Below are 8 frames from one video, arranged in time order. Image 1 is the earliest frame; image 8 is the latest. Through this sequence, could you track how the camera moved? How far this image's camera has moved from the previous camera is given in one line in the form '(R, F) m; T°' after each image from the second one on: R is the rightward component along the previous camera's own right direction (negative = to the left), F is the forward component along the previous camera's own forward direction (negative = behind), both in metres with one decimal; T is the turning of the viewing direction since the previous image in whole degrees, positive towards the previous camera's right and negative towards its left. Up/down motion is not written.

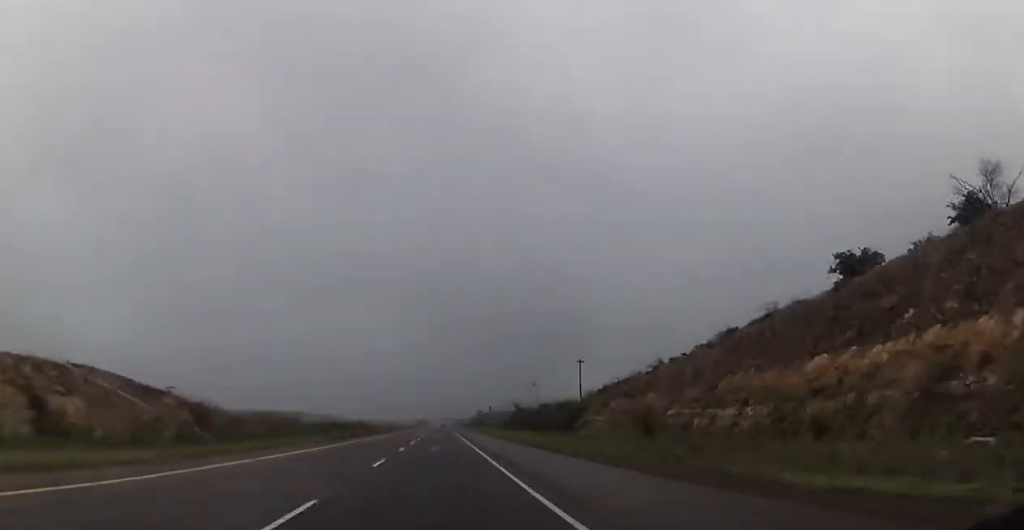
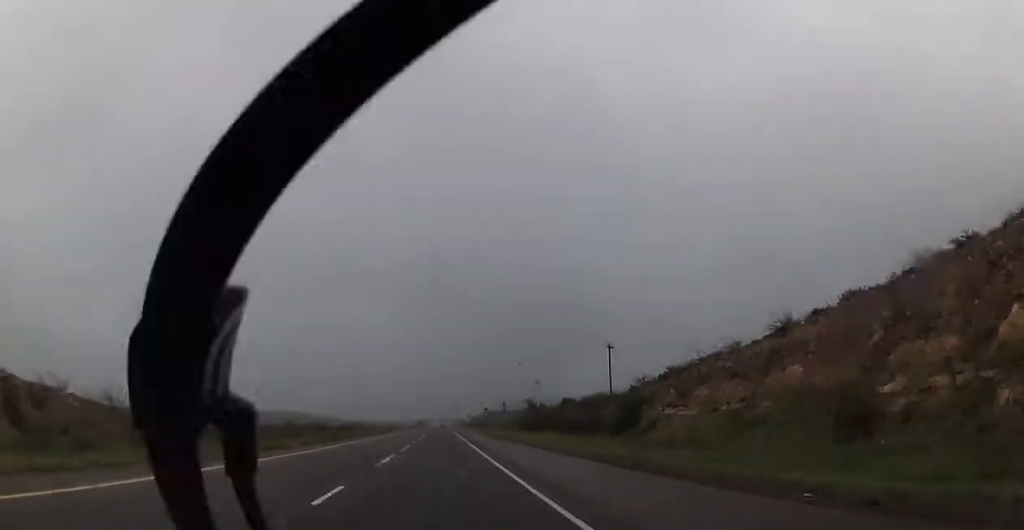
(-0.1, +21.8) m; 0°
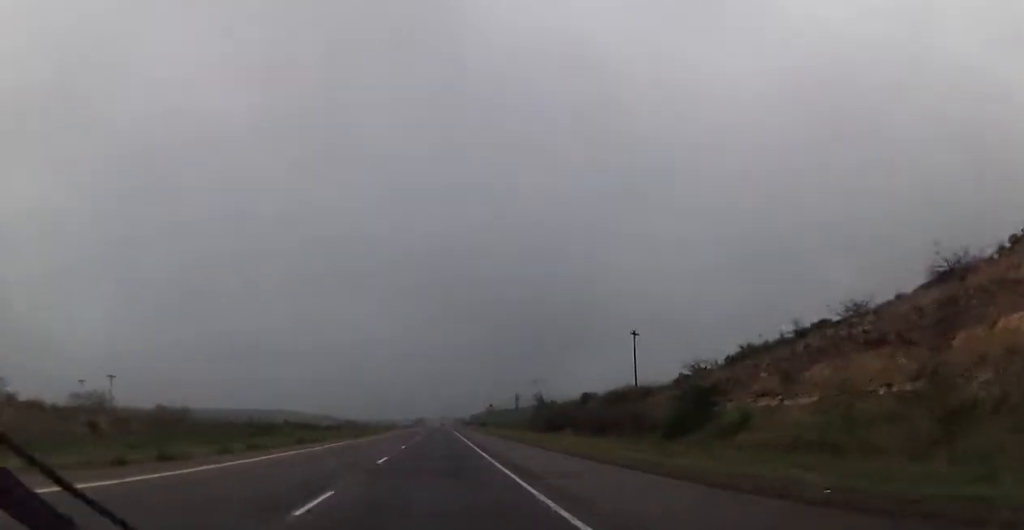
(0.0, +13.7) m; 0°
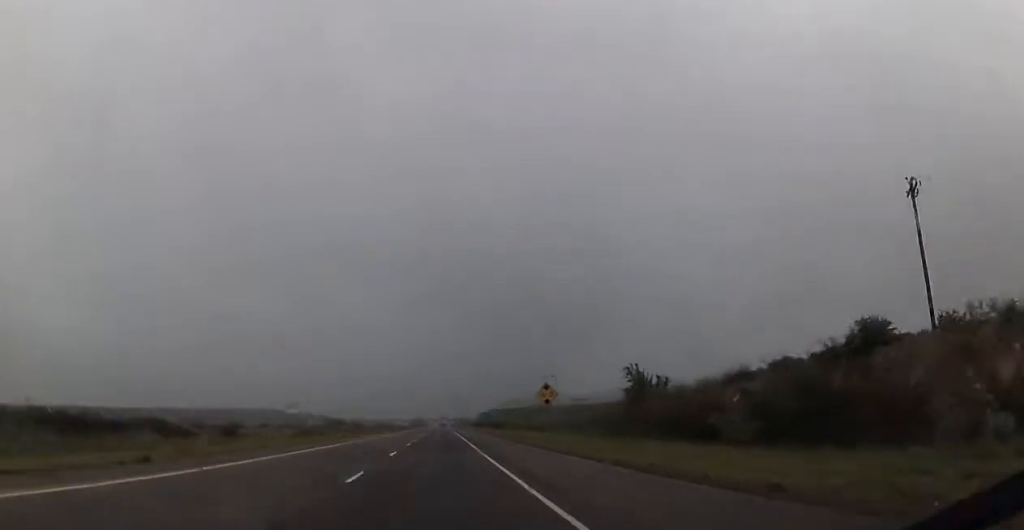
(+0.1, +55.8) m; 0°
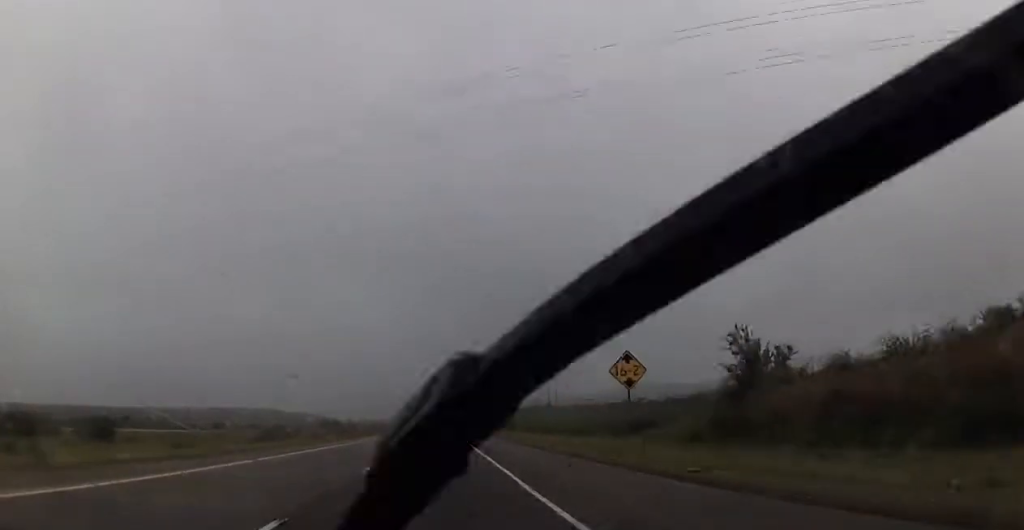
(0.0, +21.7) m; 0°
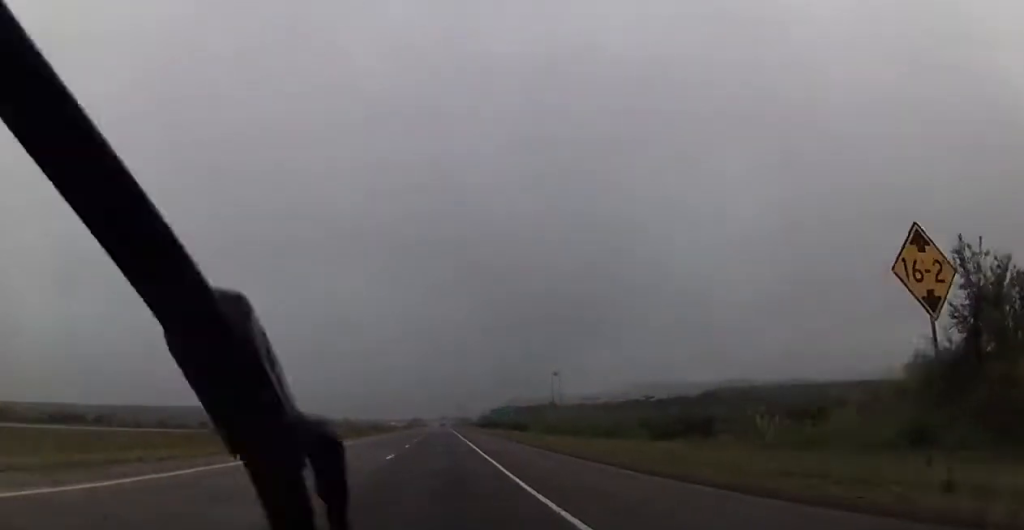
(0.0, +18.3) m; 0°
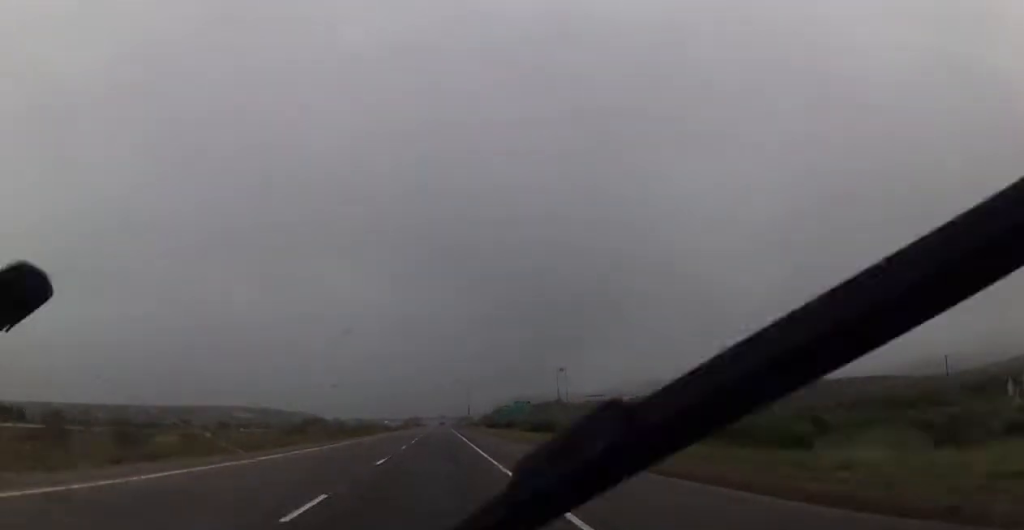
(+0.2, +27.4) m; 0°
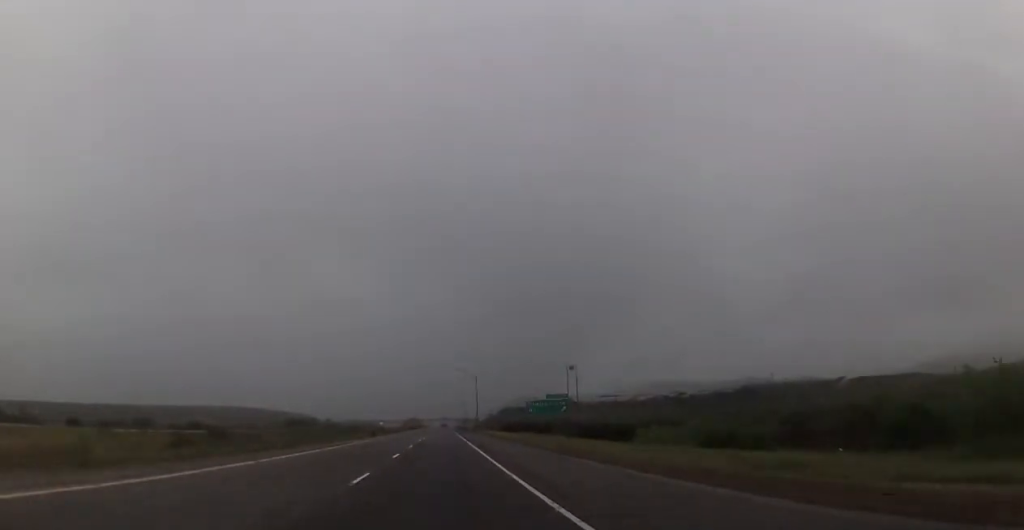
(+0.1, +30.9) m; 0°
